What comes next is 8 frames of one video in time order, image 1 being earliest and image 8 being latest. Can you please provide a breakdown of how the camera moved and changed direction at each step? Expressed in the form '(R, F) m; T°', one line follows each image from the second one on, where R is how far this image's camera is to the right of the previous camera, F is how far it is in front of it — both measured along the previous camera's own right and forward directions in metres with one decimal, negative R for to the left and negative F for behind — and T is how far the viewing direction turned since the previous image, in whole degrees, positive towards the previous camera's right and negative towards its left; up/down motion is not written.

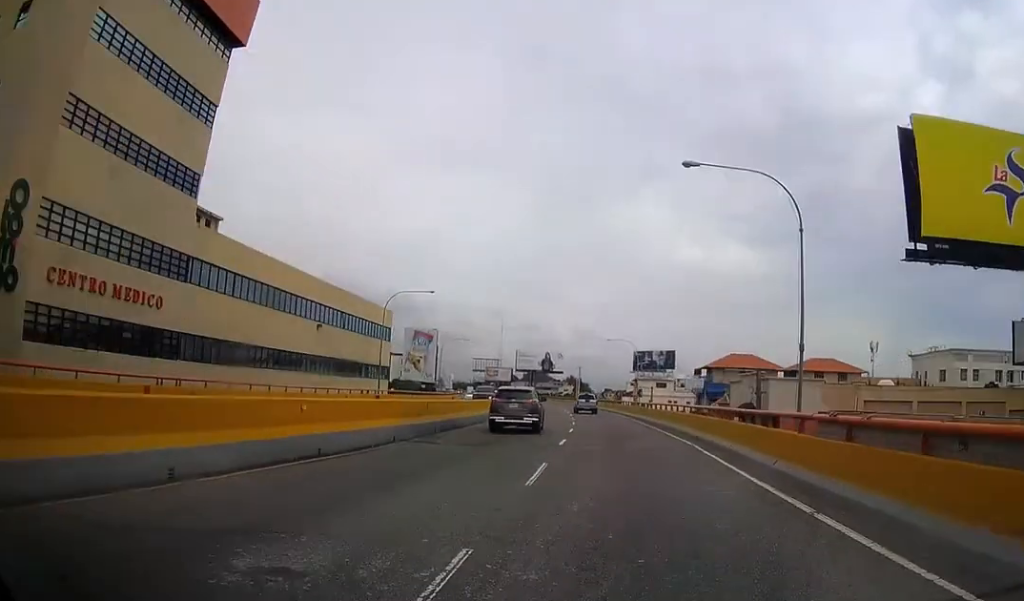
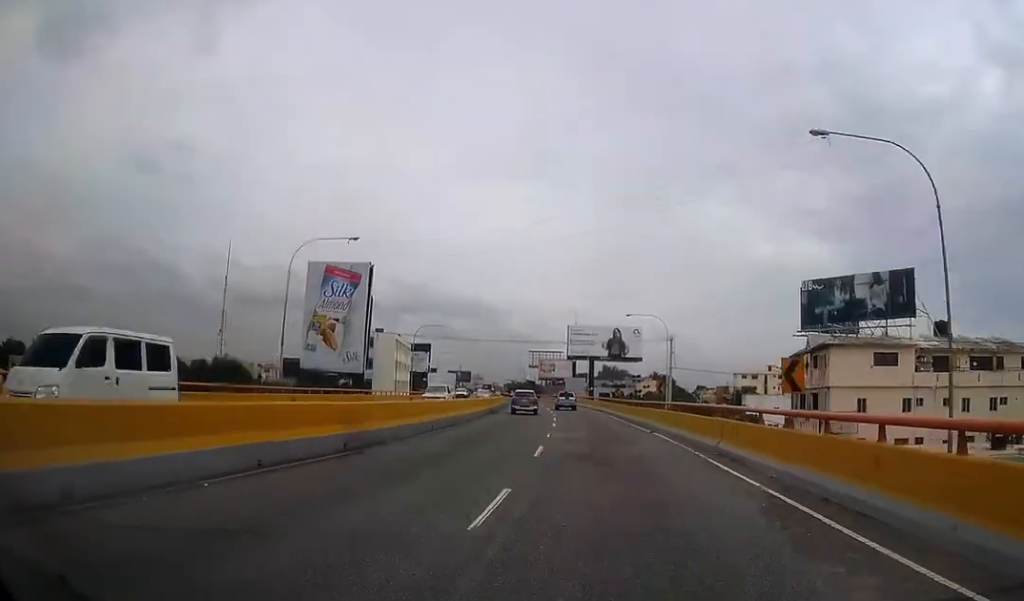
(-2.7, +82.0) m; -6°
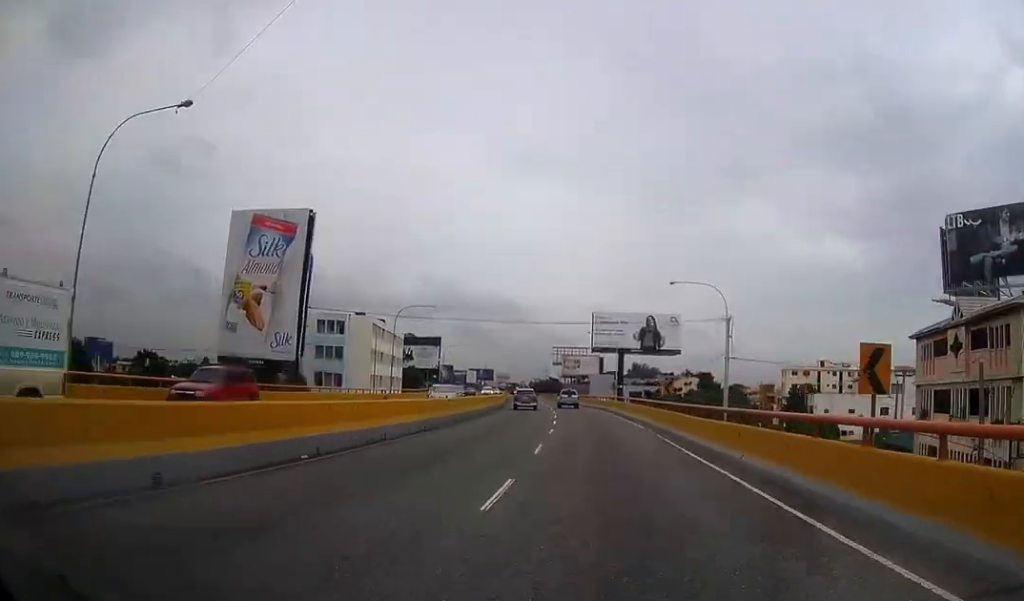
(-0.3, +22.1) m; -2°
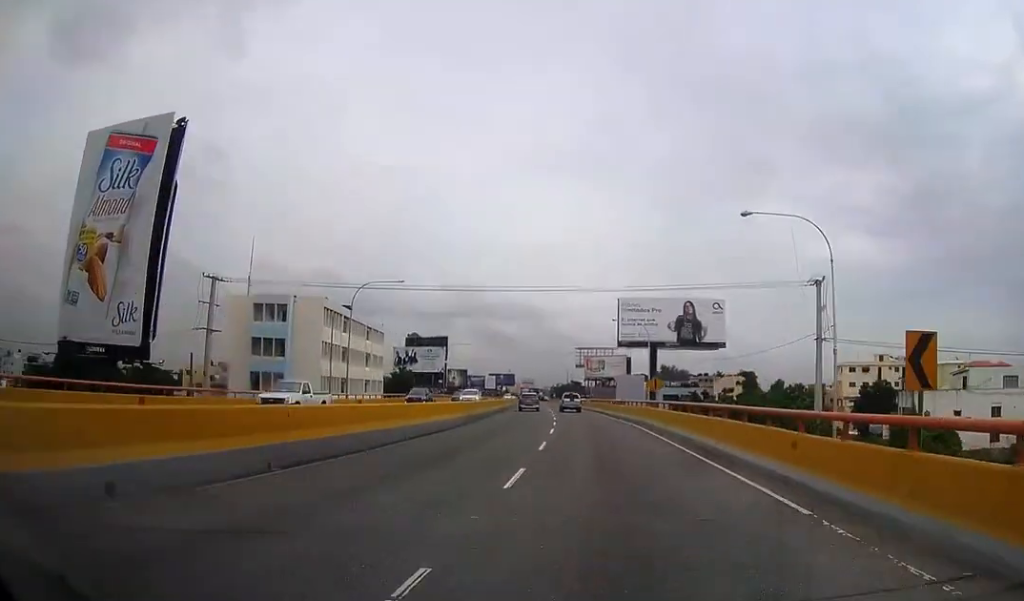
(-0.6, +22.7) m; -2°
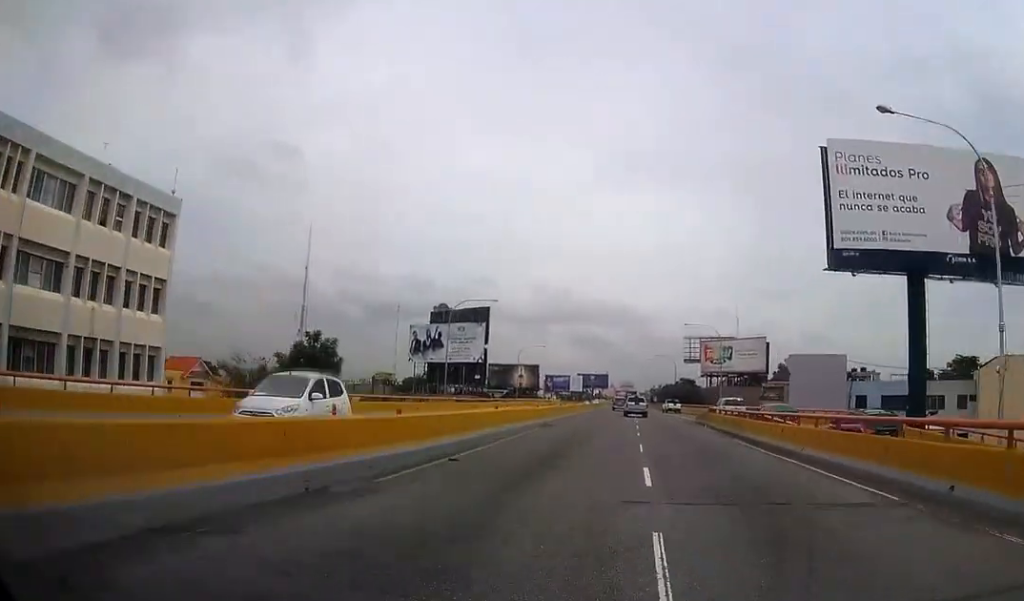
(-3.9, +63.9) m; -5°
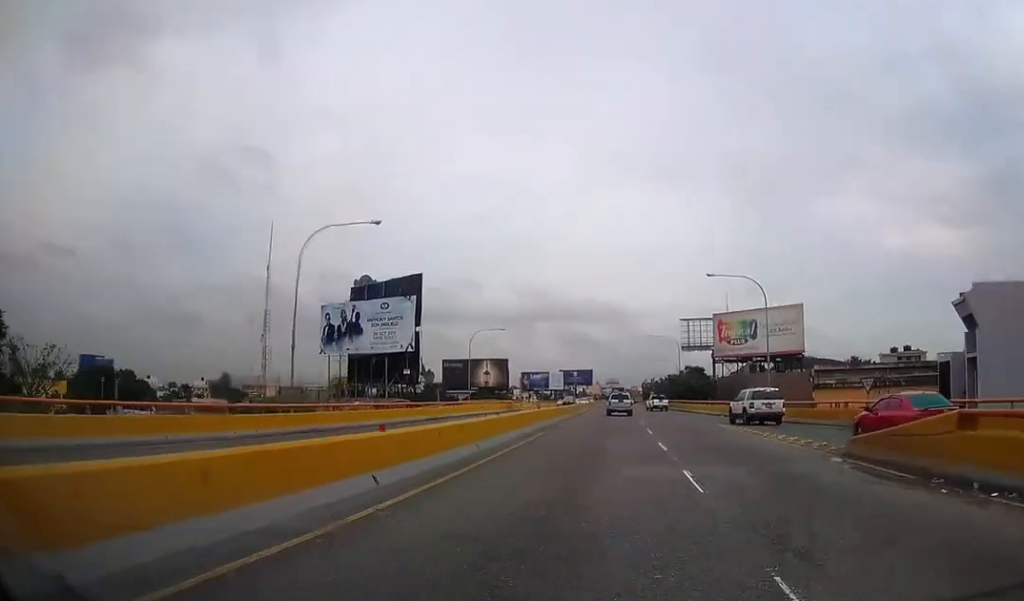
(-0.6, +31.6) m; -1°
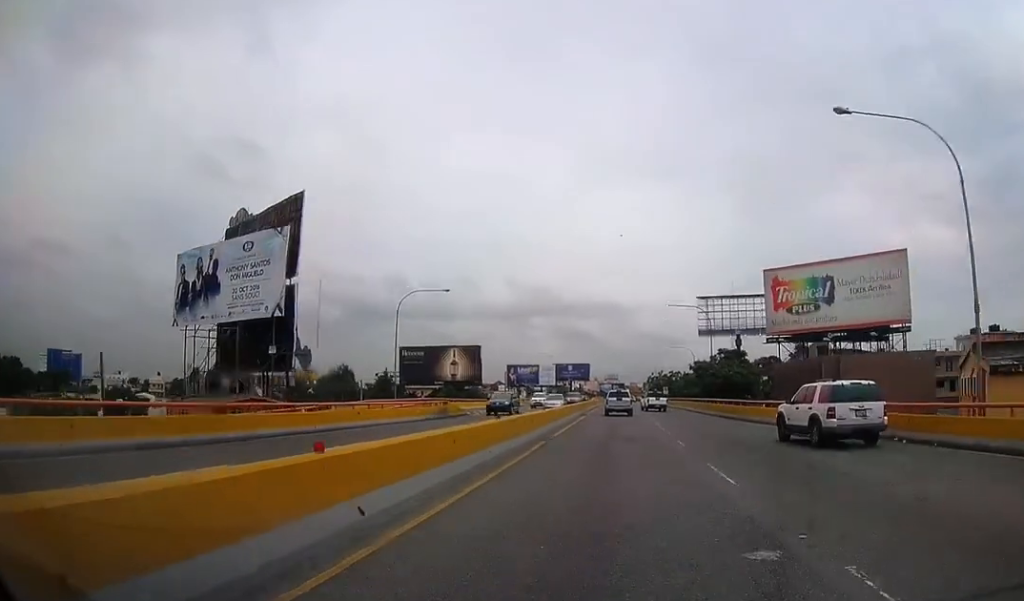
(+0.1, +32.0) m; 0°
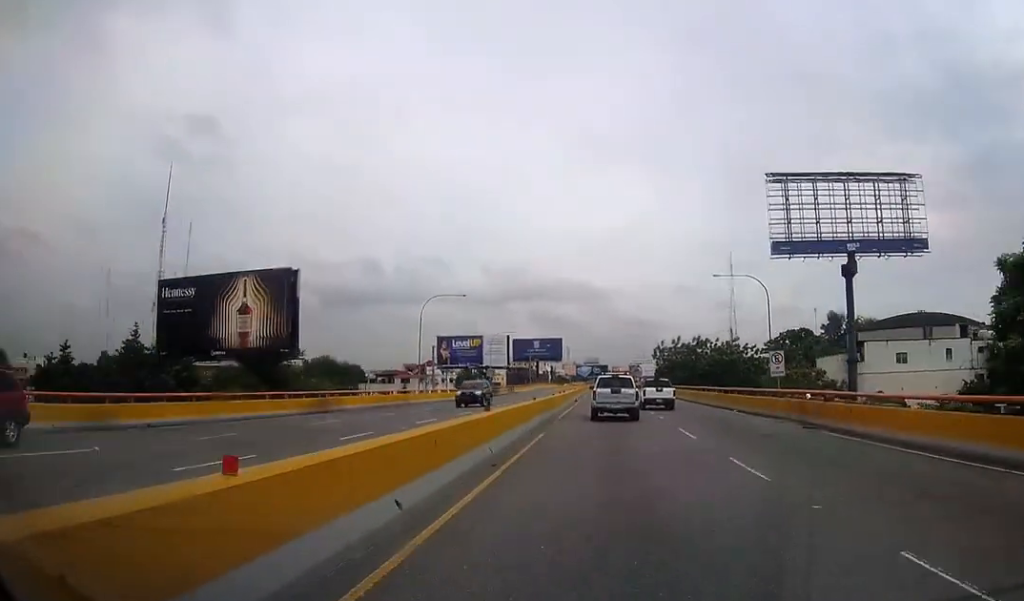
(+0.3, +66.8) m; +1°
